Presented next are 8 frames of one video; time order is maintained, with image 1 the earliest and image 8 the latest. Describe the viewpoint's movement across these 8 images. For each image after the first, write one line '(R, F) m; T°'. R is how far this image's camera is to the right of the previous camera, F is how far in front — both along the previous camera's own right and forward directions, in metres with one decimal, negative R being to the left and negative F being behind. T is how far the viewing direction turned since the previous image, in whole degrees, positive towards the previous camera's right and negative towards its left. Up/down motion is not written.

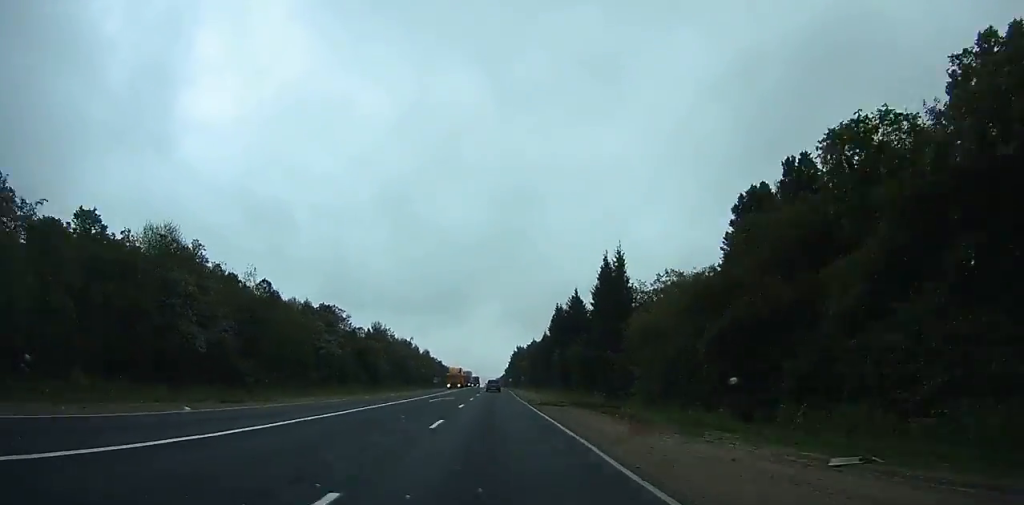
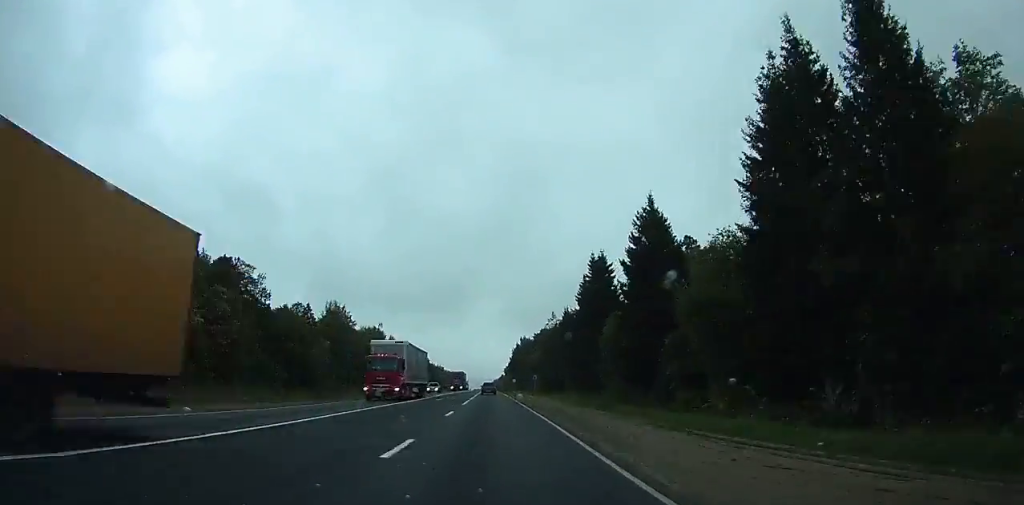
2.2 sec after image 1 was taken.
(+0.1, +53.4) m; 0°
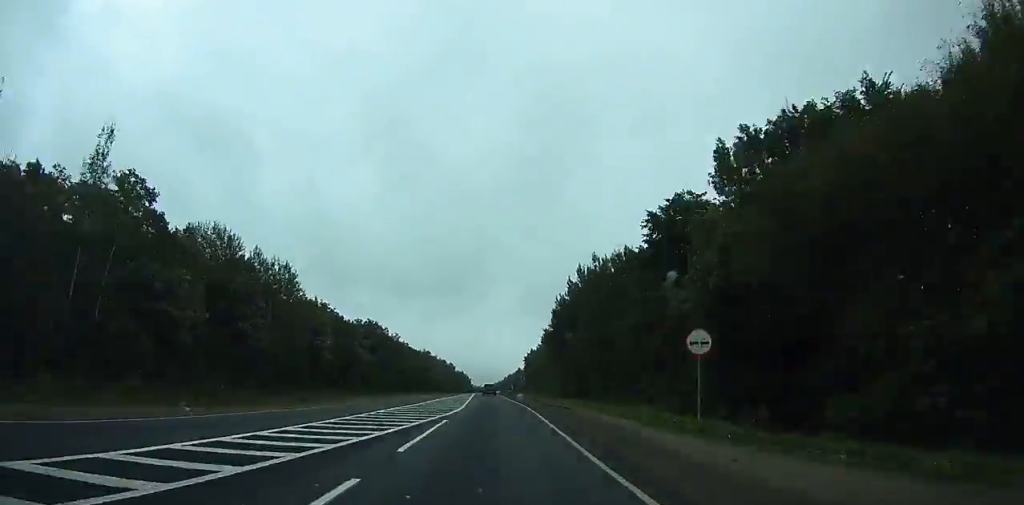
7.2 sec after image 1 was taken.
(-2.2, +120.9) m; -2°
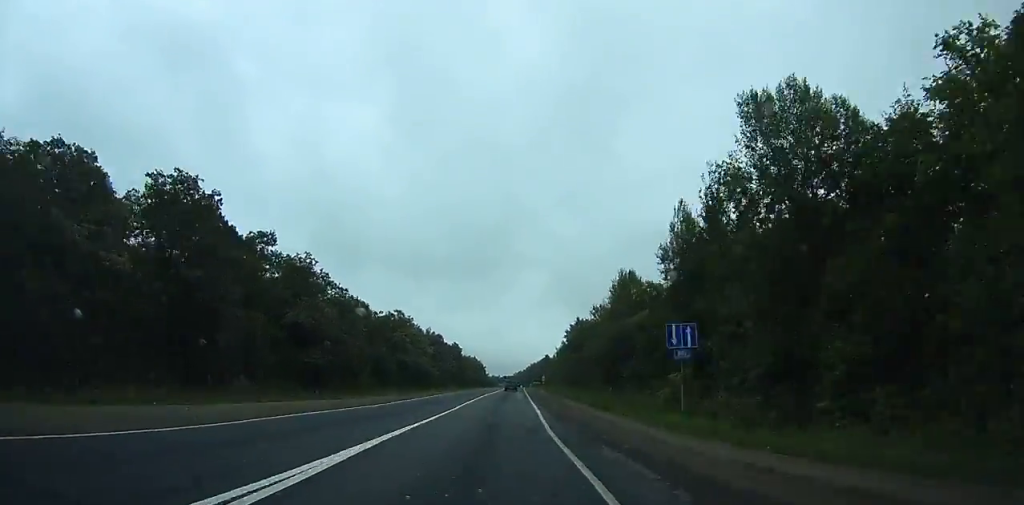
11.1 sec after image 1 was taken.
(+0.4, +92.3) m; +1°
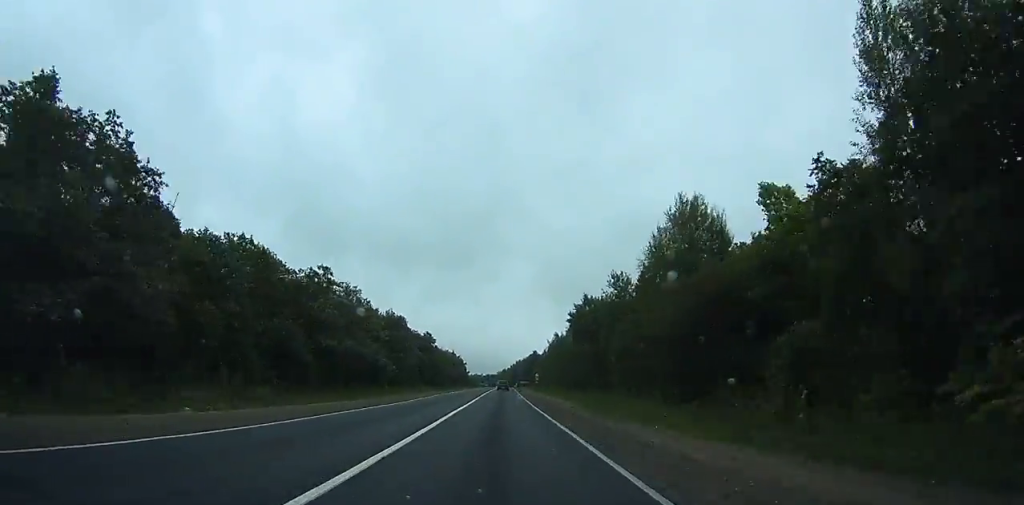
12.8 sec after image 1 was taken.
(+0.3, +39.4) m; 0°
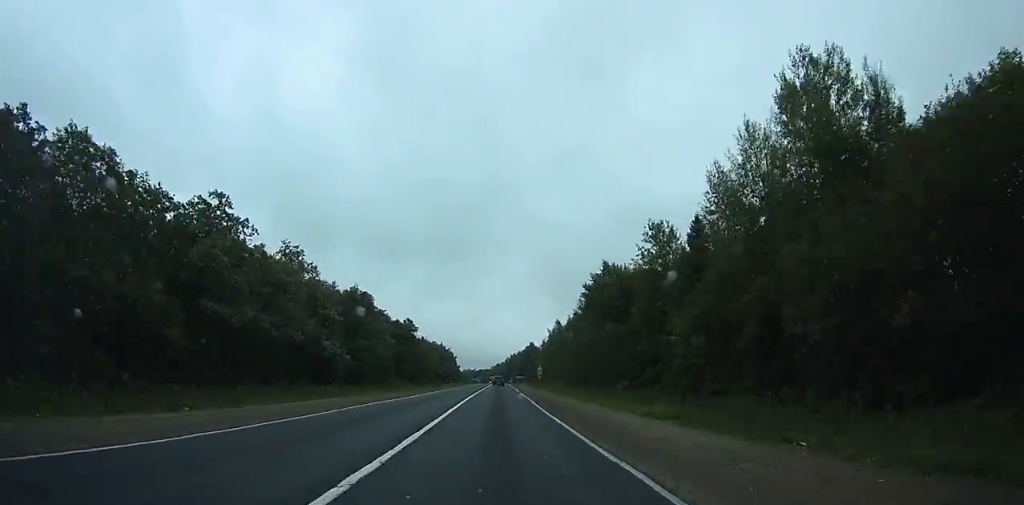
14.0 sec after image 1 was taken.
(0.0, +27.5) m; 0°
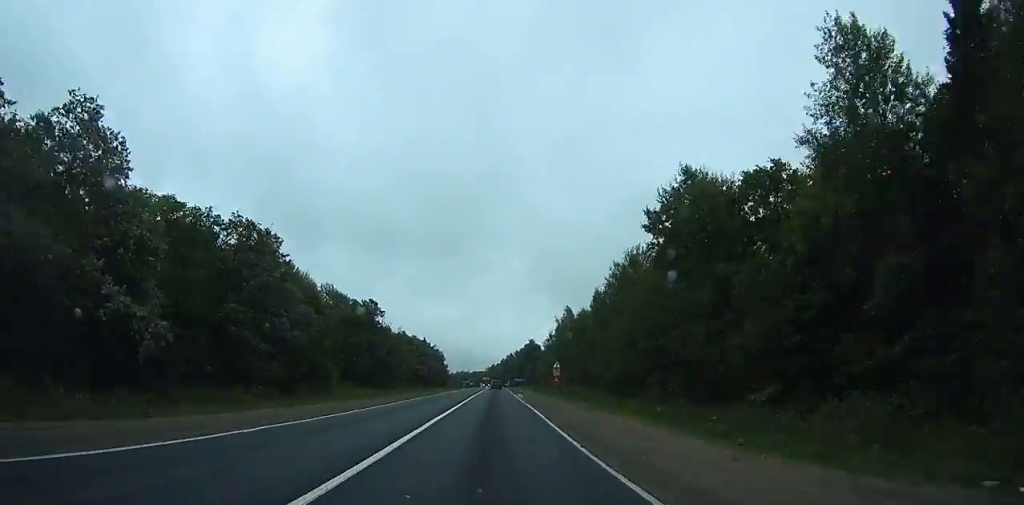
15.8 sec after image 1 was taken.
(0.0, +41.1) m; 0°
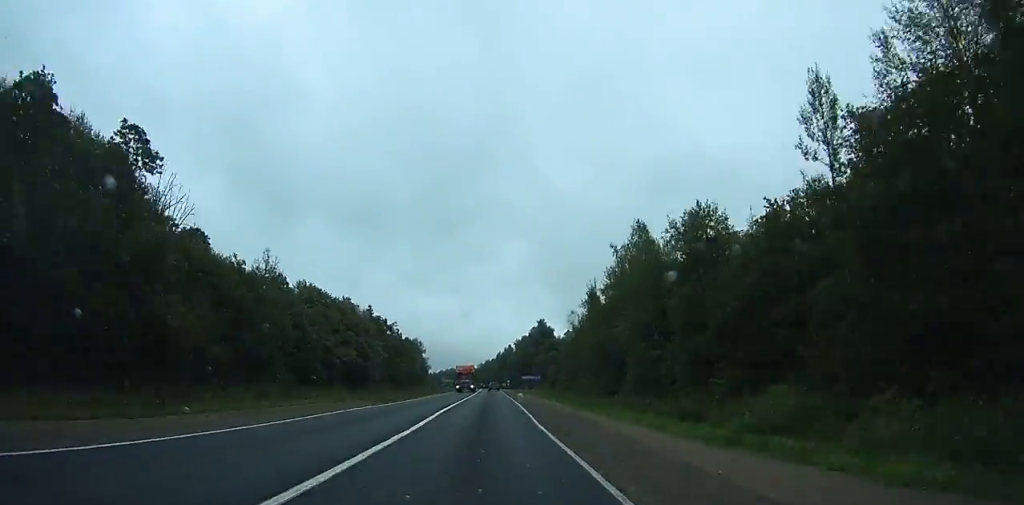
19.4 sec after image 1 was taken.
(0.0, +81.3) m; 0°
